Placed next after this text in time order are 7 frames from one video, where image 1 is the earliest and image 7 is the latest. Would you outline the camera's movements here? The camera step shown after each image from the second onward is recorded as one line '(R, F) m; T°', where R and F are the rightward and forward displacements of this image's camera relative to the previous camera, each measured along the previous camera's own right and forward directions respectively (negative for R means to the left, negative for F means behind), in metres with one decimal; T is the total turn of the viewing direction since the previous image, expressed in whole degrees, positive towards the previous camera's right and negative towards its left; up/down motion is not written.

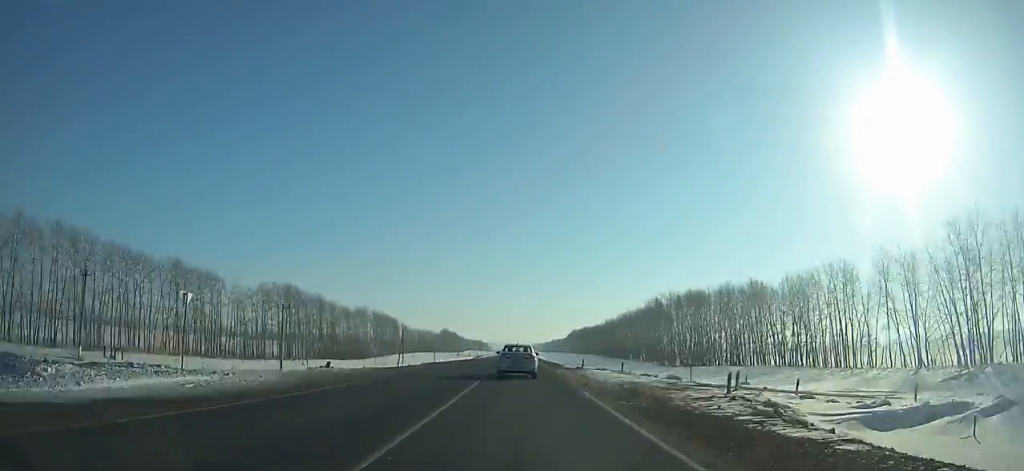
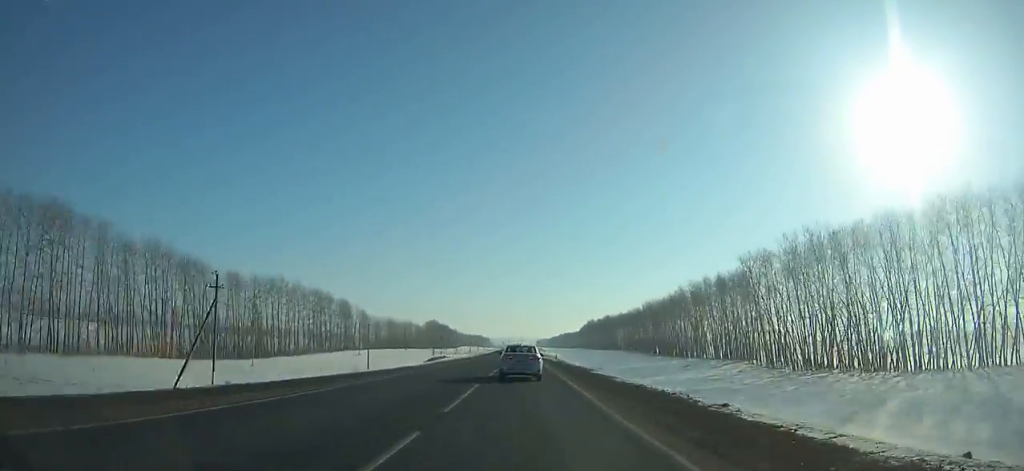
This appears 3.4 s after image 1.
(-0.2, +83.0) m; 0°
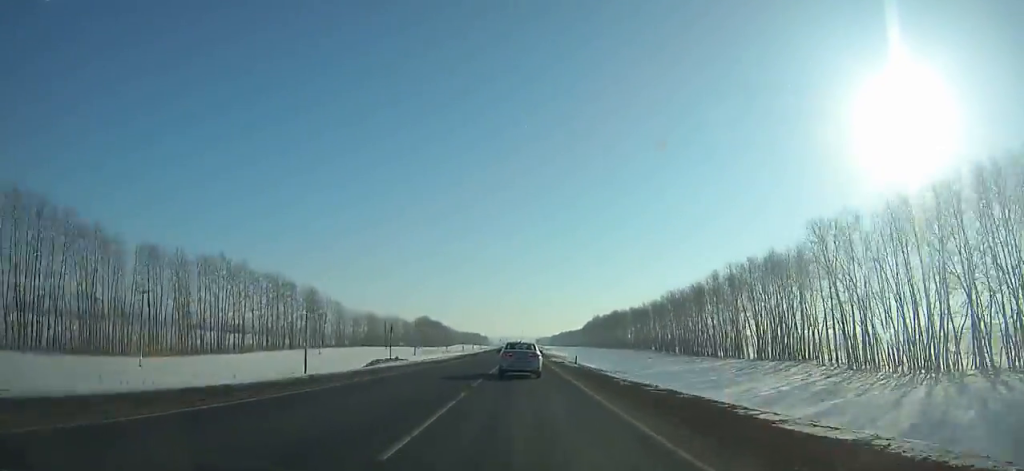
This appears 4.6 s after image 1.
(+0.1, +29.2) m; 0°
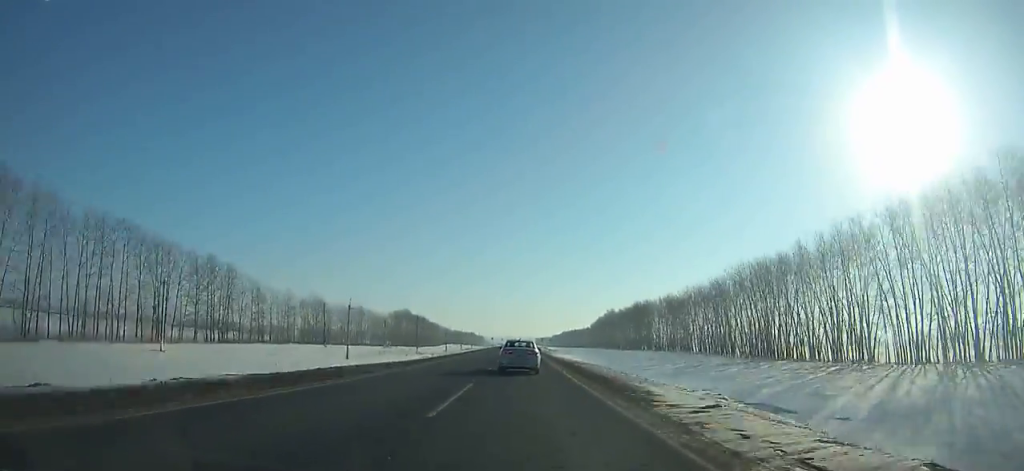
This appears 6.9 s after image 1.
(+0.1, +56.0) m; 0°
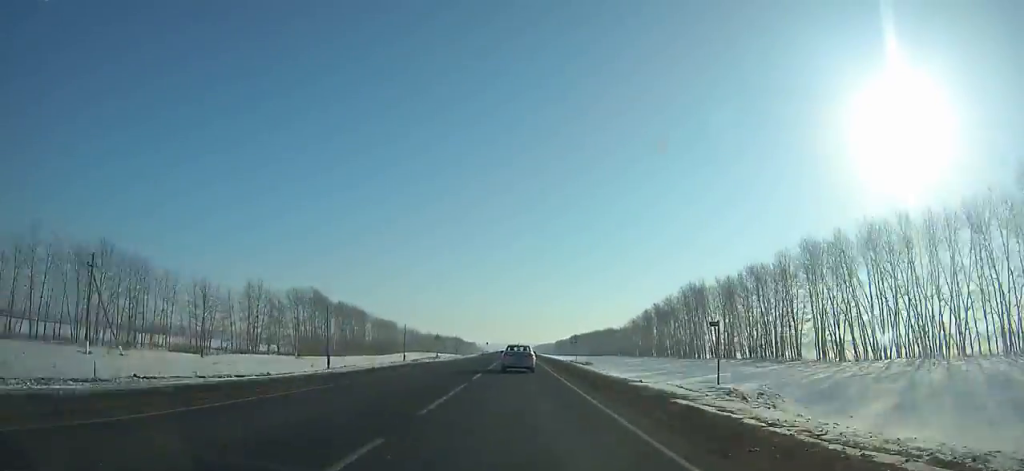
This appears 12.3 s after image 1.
(0.0, +131.0) m; 0°
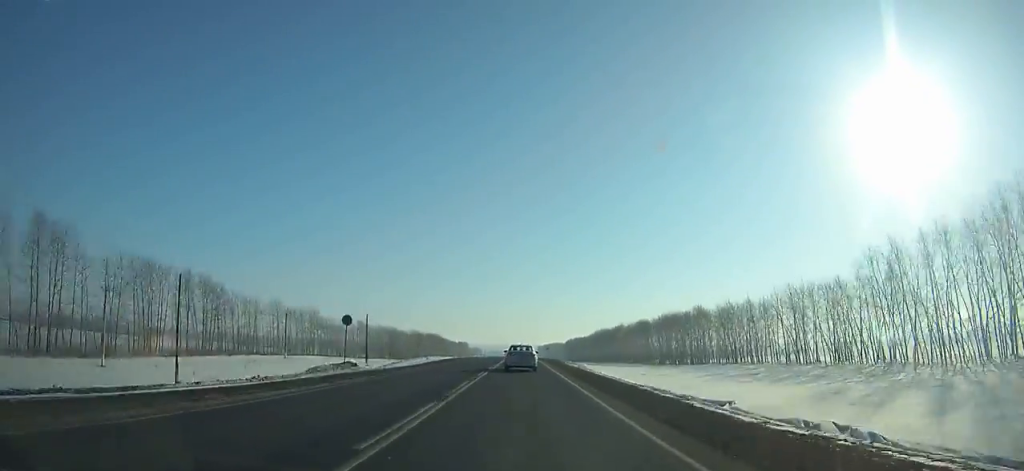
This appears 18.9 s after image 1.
(-0.5, +159.7) m; 0°
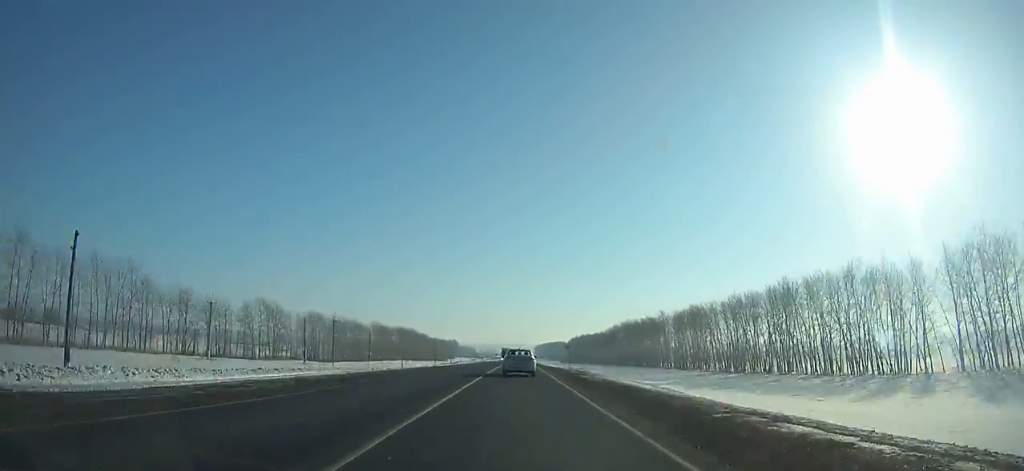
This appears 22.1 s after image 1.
(+0.2, +77.7) m; 0°
